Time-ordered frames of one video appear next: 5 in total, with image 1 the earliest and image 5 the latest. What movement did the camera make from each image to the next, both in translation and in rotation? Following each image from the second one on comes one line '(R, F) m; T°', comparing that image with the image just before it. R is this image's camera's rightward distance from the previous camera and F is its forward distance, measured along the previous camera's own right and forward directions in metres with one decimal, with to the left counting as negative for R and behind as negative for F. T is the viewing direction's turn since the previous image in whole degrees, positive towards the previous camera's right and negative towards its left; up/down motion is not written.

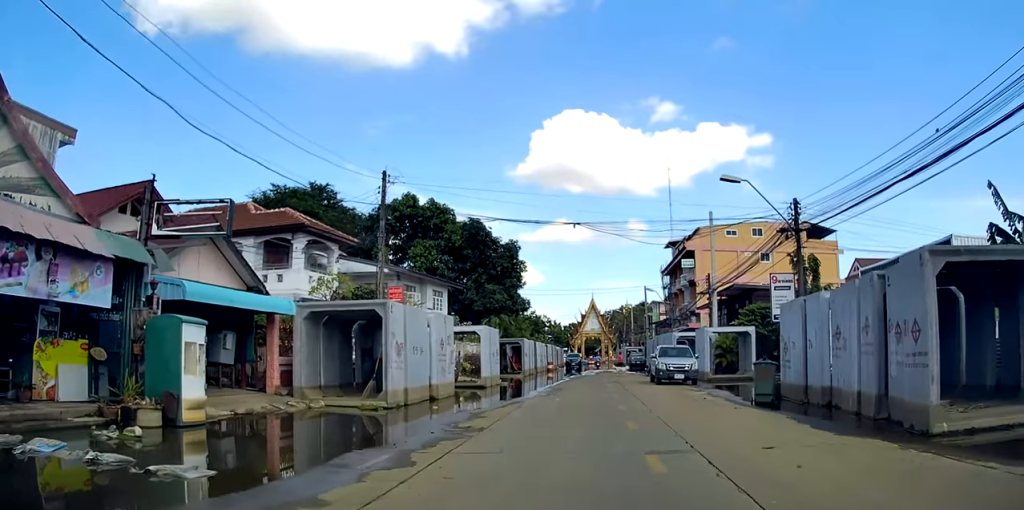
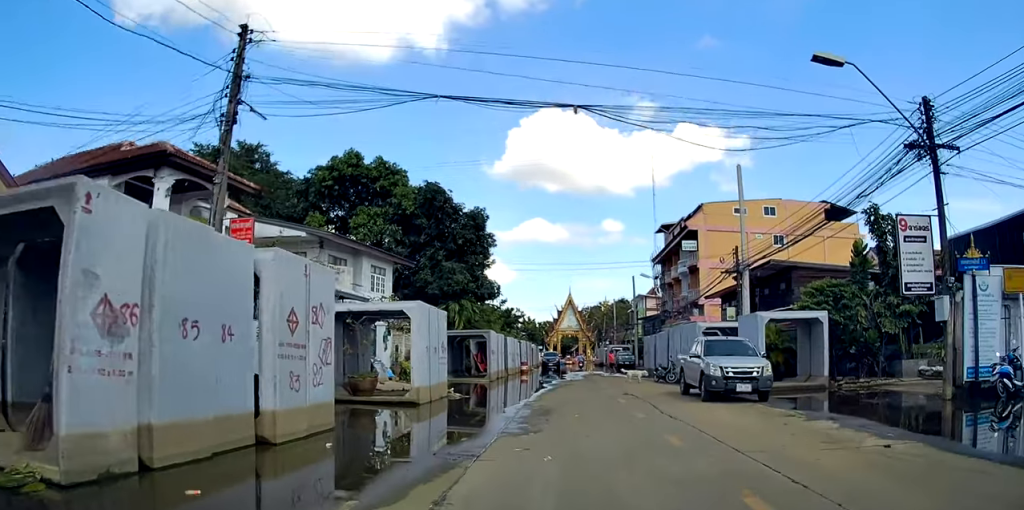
(+0.7, +10.0) m; +4°
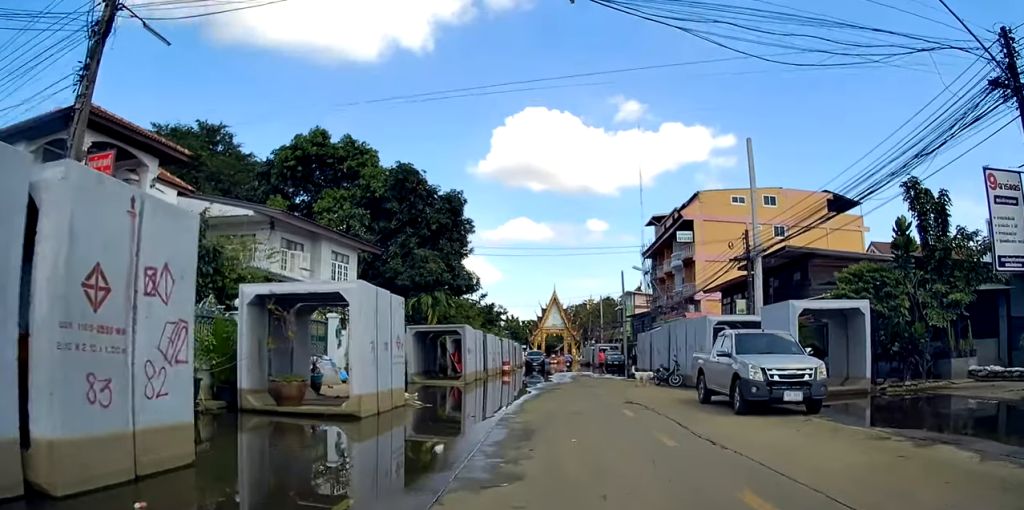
(0.0, +3.7) m; 0°
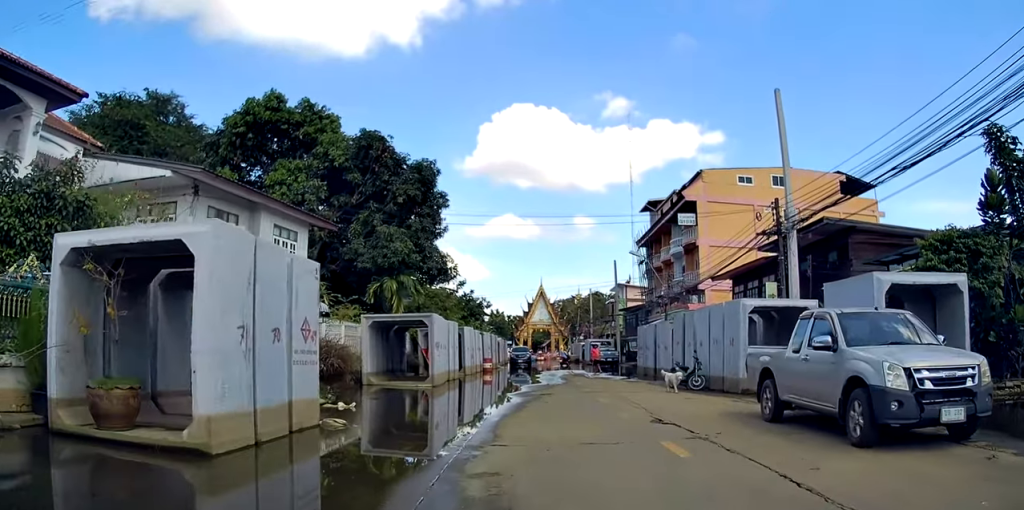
(0.0, +4.5) m; 0°
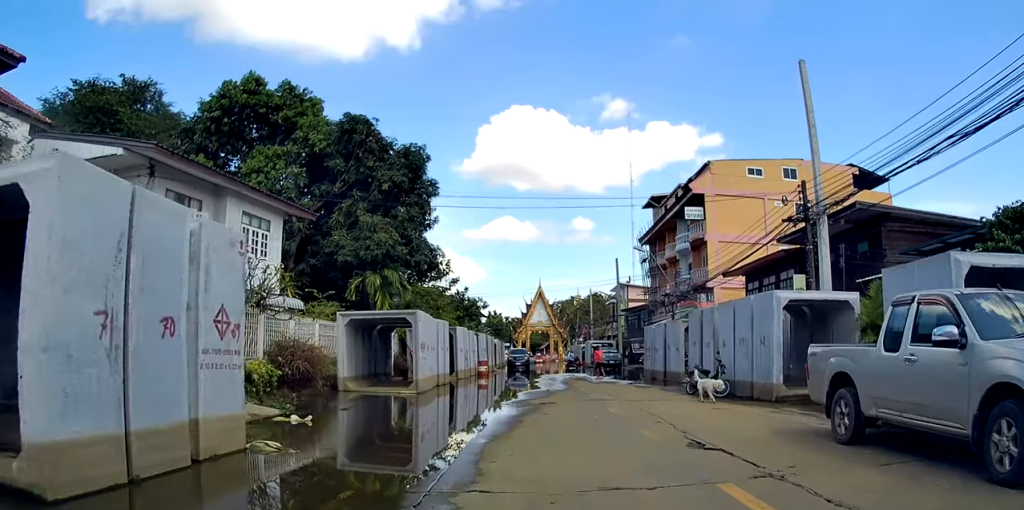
(0.0, +2.5) m; +1°
